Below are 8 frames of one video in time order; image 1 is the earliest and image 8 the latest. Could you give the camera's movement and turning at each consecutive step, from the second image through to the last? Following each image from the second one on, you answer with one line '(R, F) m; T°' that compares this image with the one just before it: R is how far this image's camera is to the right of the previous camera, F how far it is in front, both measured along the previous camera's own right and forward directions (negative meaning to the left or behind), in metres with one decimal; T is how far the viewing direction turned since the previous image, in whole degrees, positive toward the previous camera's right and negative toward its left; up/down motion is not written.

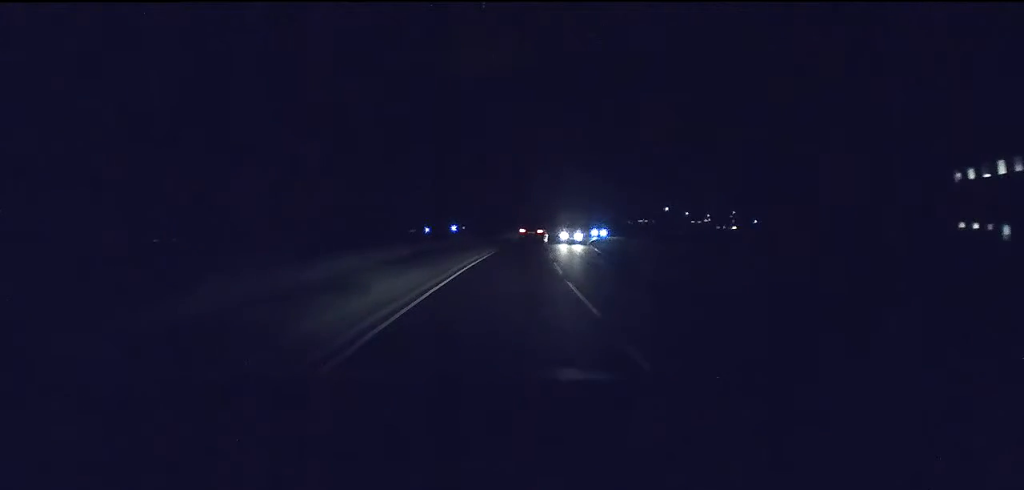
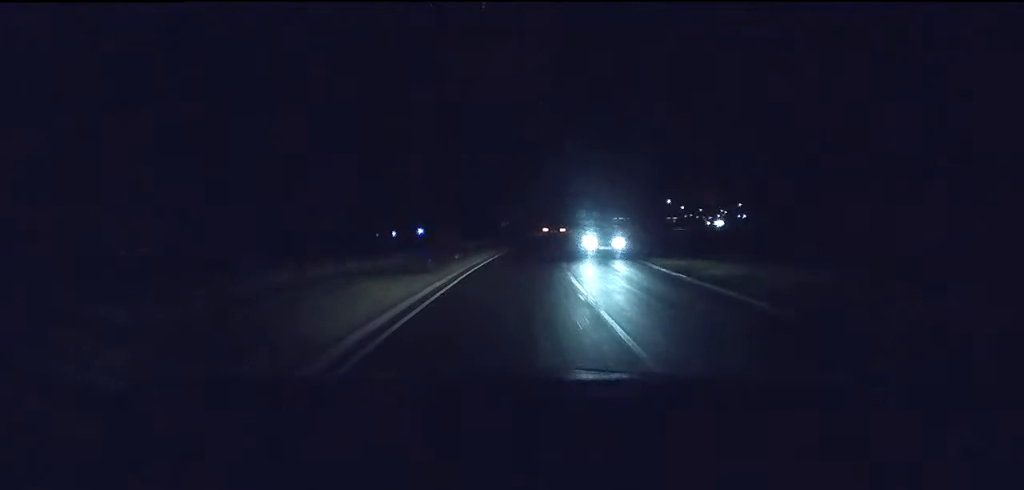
(+2.0, +21.5) m; +12°
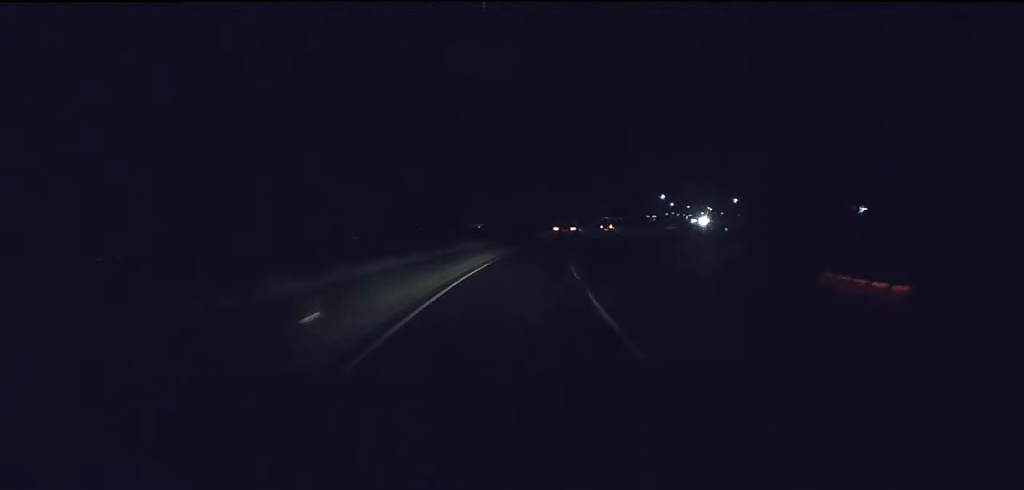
(+0.8, +9.8) m; +5°
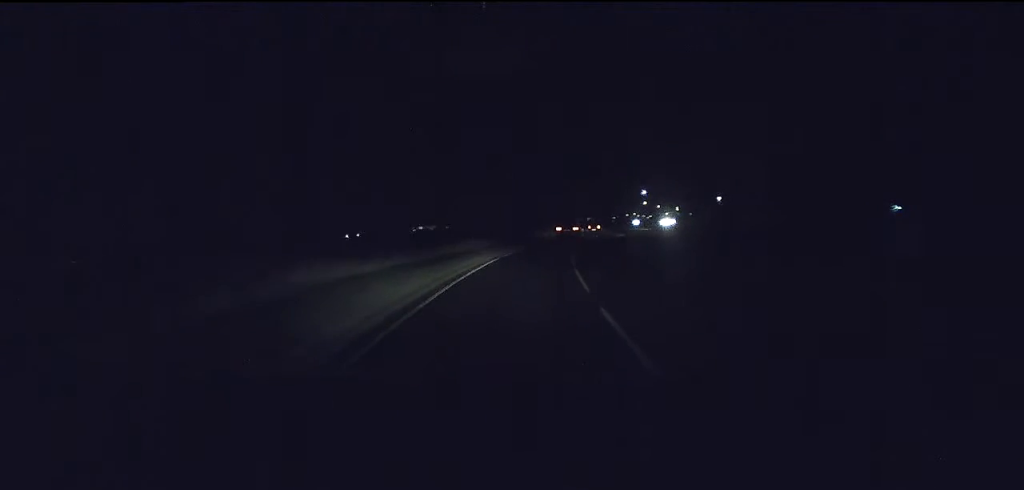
(+0.2, +13.6) m; +1°
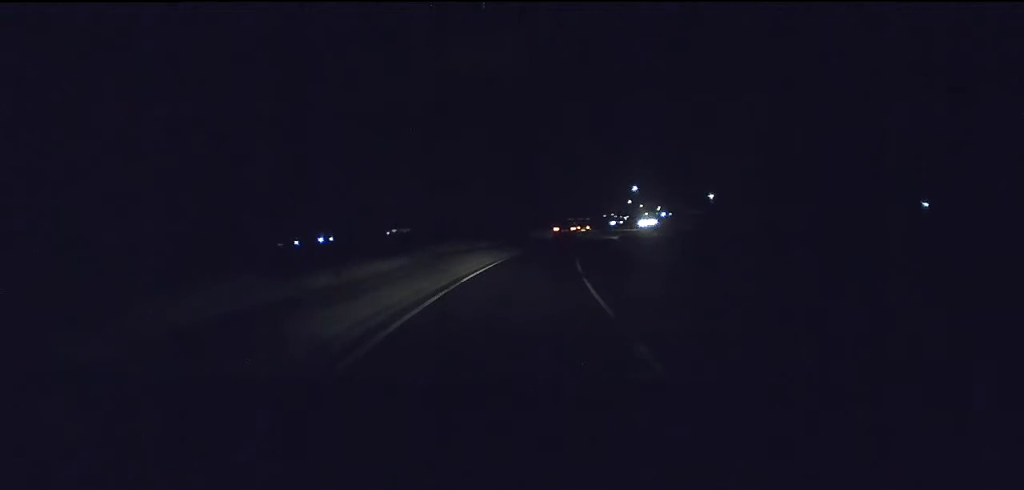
(0.0, +7.7) m; 0°
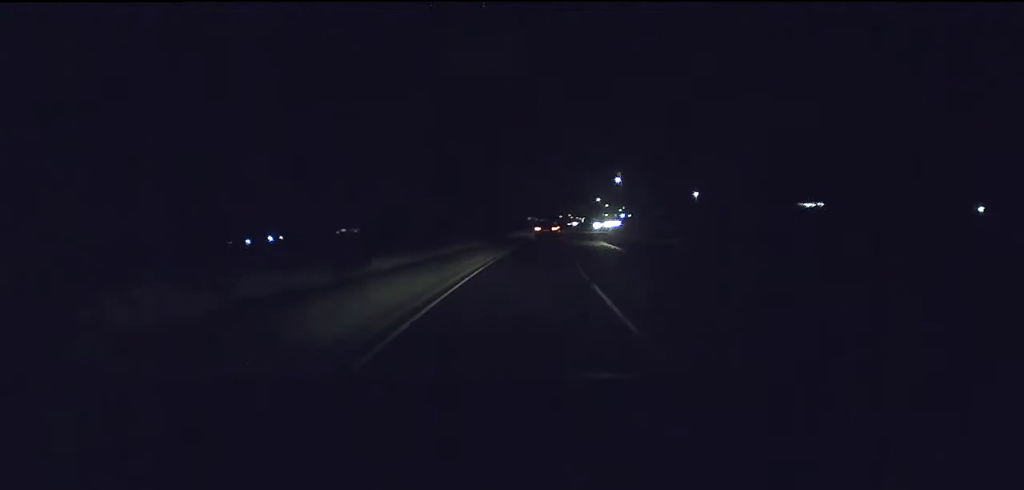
(0.0, +12.9) m; 0°
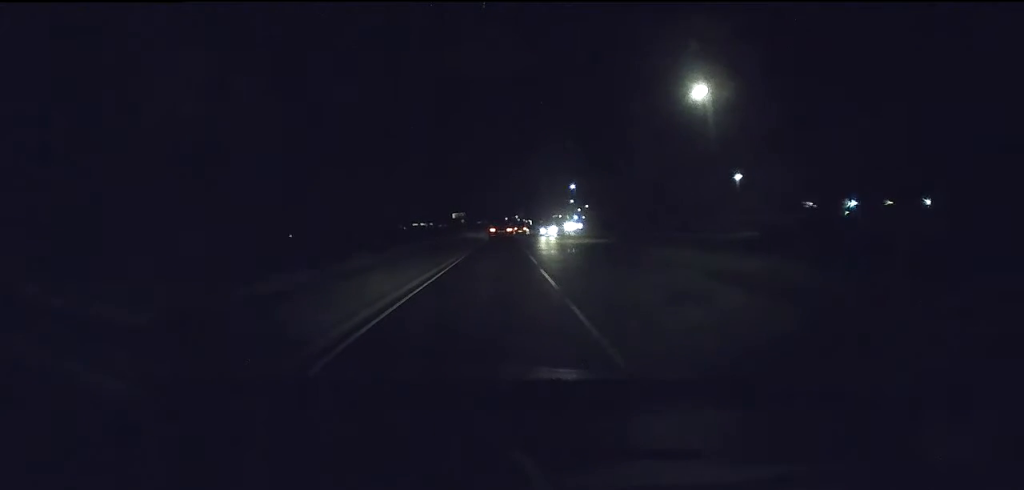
(+1.0, +30.5) m; +7°
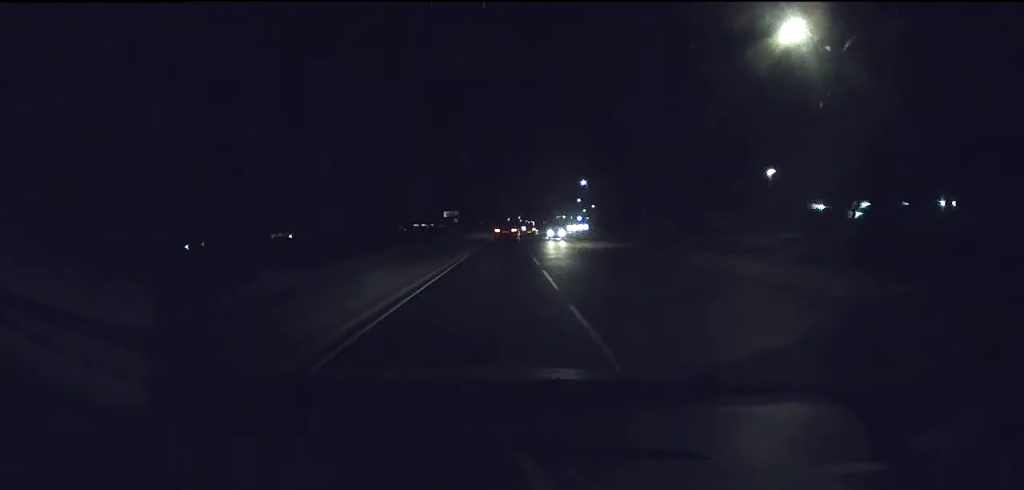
(+0.1, +5.7) m; +2°
